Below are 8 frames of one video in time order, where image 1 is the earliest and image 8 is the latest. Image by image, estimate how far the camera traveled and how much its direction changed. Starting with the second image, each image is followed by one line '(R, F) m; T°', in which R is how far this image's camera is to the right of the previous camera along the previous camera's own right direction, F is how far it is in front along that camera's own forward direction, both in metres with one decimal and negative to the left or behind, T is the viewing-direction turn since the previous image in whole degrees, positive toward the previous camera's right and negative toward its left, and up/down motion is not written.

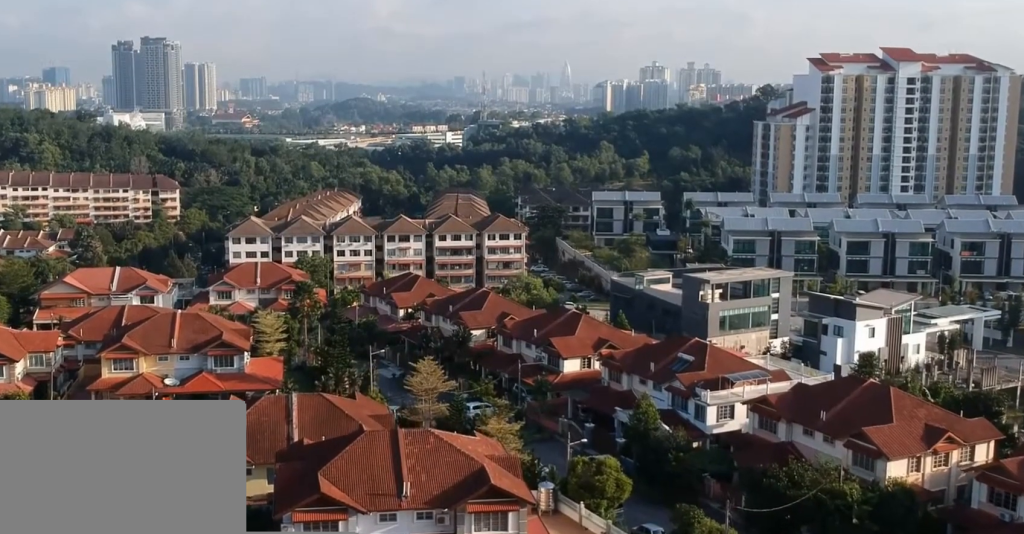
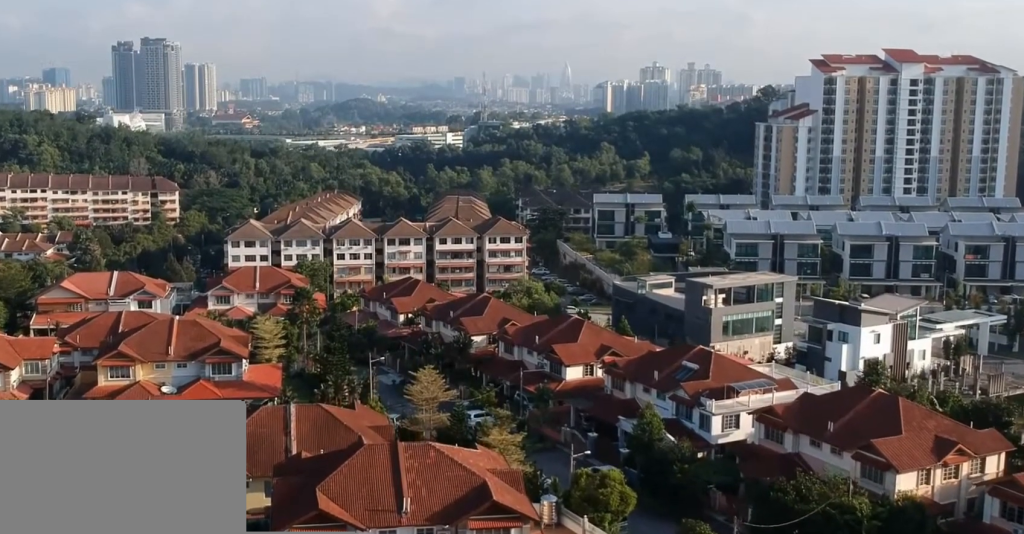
(0.0, +2.0) m; 0°
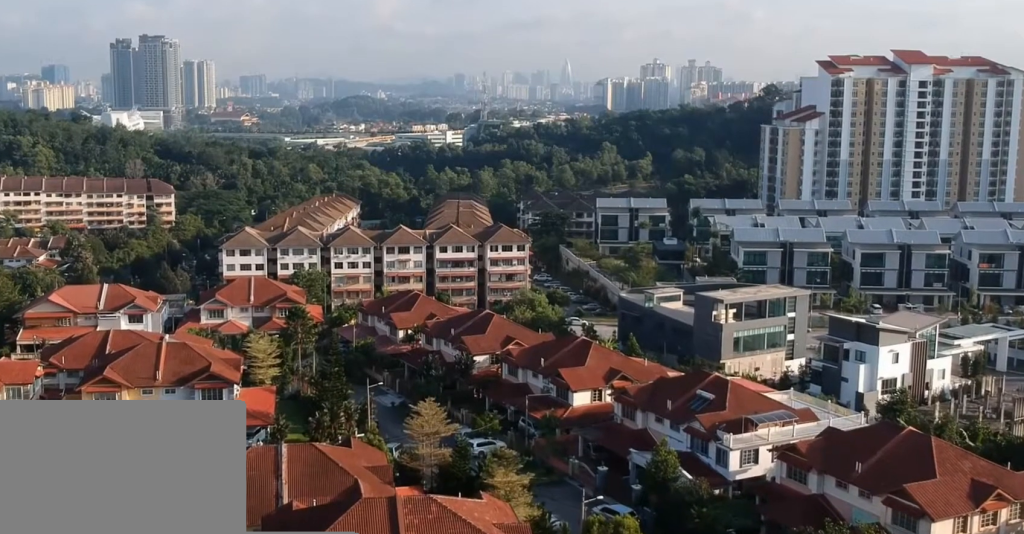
(-0.1, +6.6) m; -1°
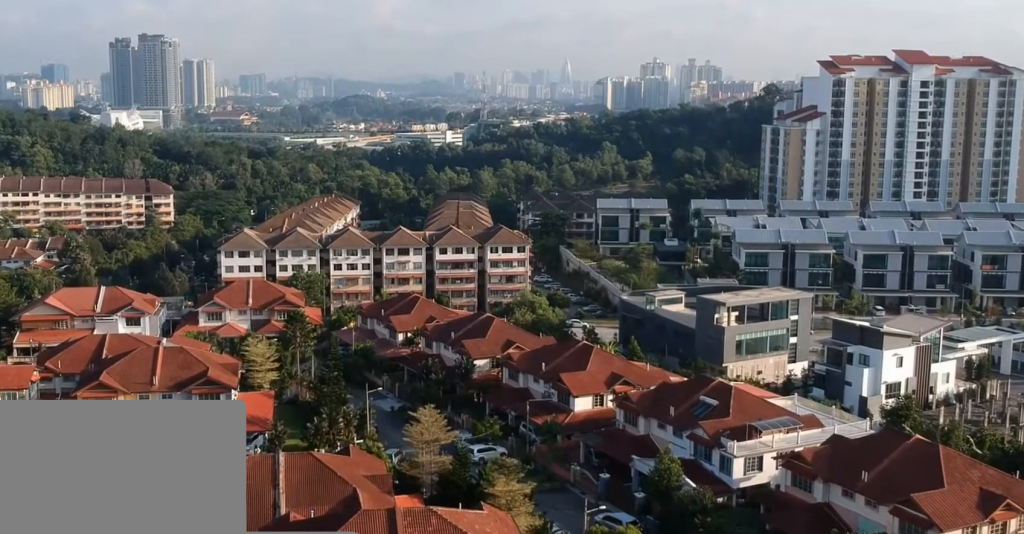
(0.0, +1.3) m; +1°
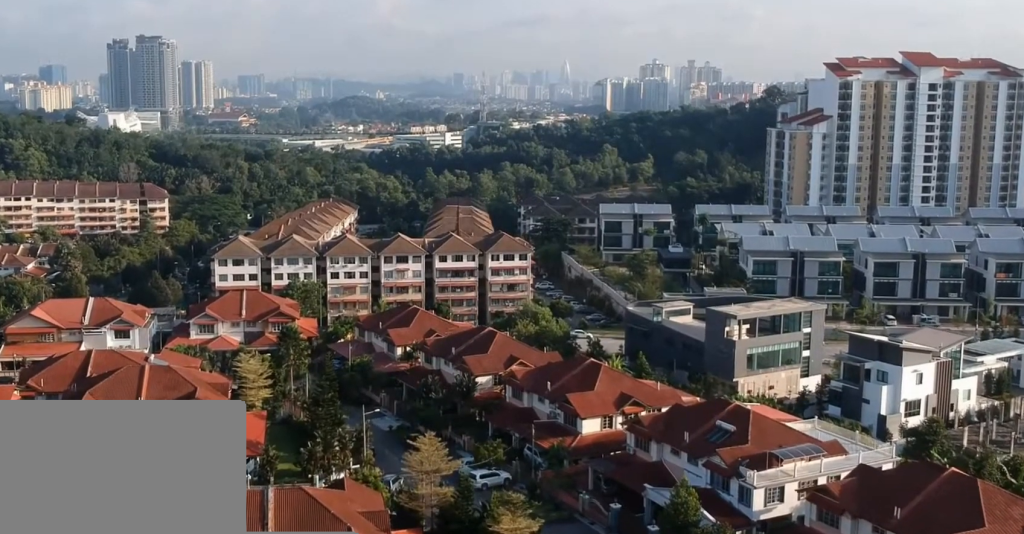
(+0.1, +5.9) m; +2°
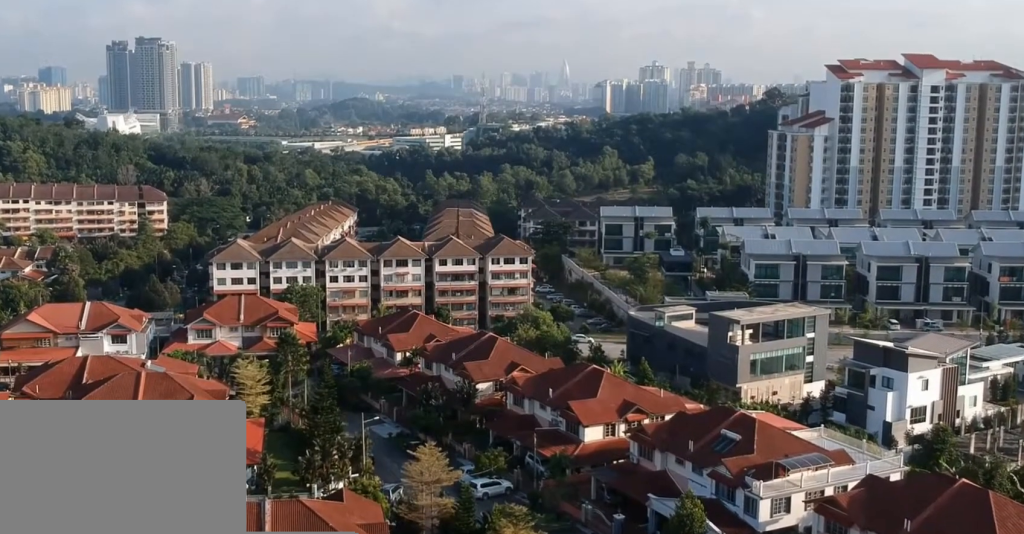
(0.0, +1.6) m; +1°
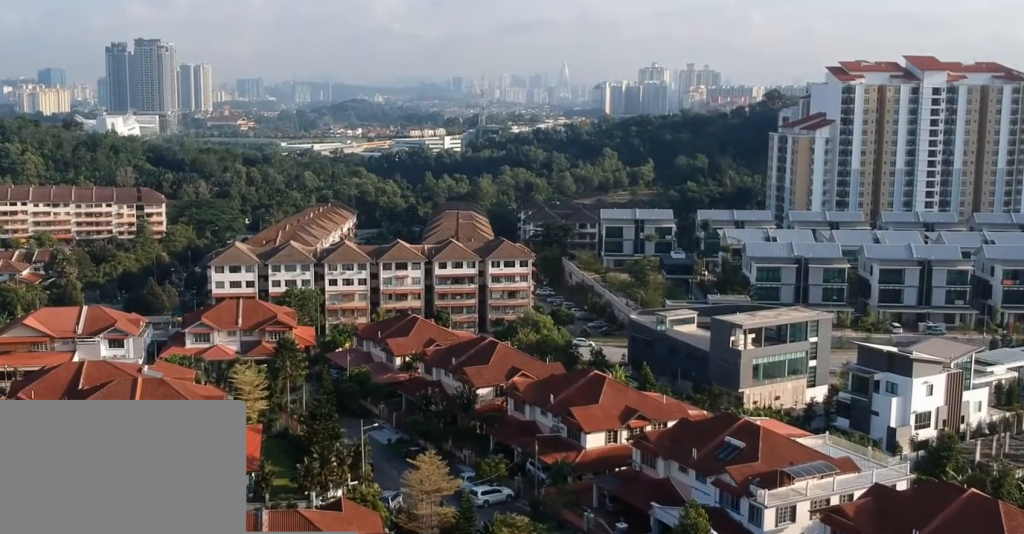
(0.0, +1.3) m; 0°
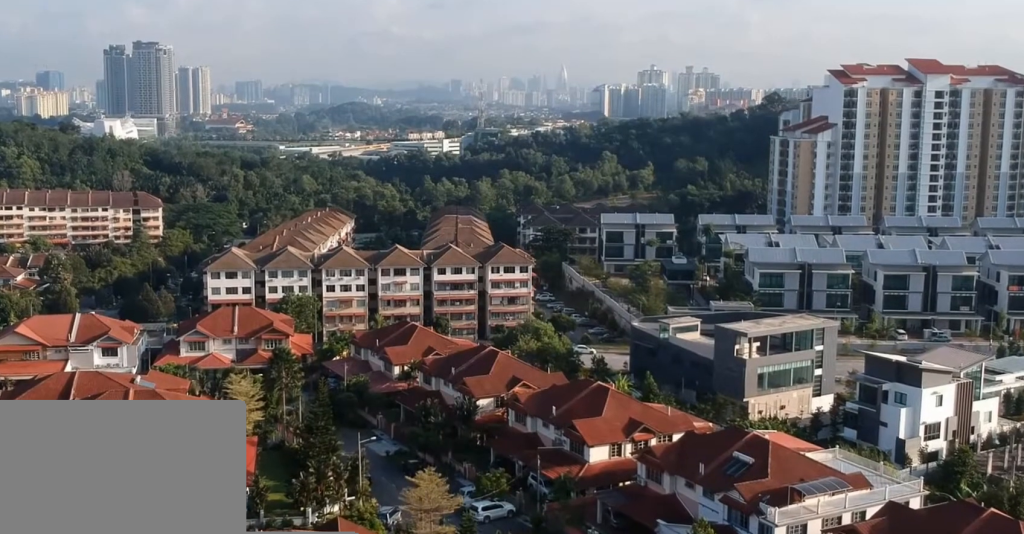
(0.0, +2.8) m; 0°
